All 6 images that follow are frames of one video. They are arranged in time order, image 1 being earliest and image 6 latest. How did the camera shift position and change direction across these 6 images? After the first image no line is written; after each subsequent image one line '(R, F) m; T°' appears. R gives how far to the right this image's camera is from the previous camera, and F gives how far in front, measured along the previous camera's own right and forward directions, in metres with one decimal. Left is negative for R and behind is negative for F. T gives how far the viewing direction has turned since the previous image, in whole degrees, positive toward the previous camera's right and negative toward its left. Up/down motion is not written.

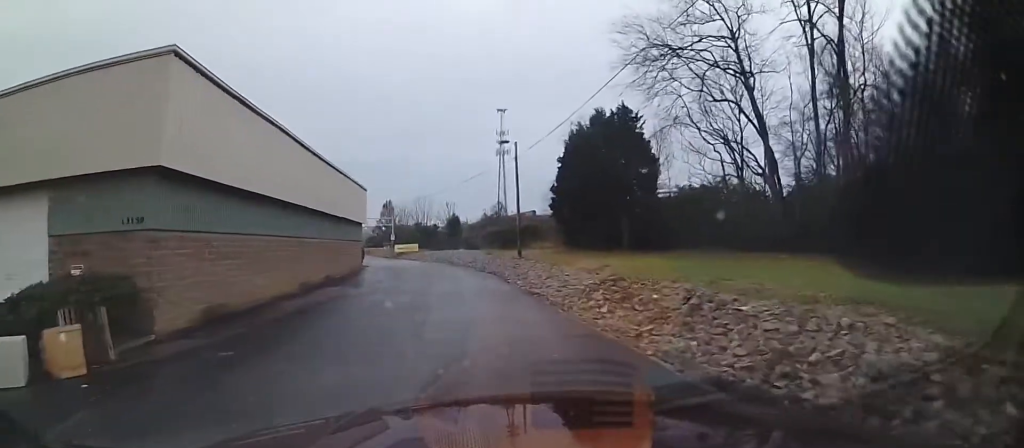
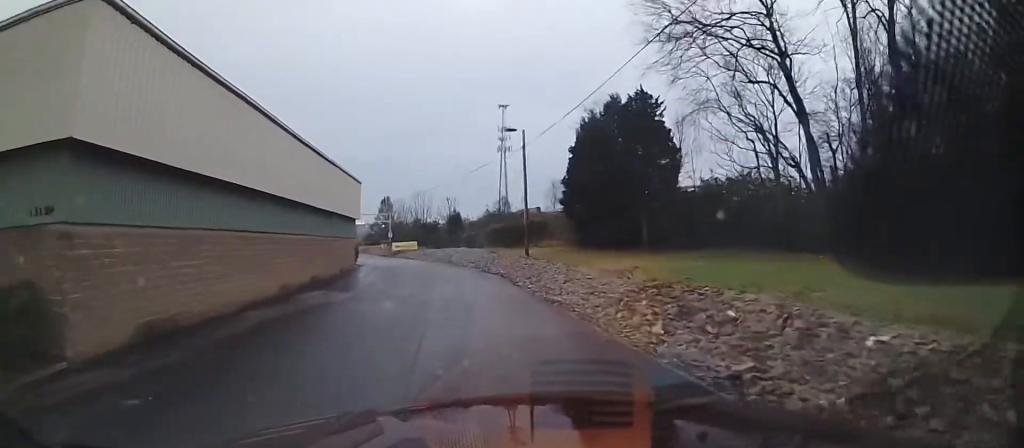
(+0.2, +4.4) m; +4°
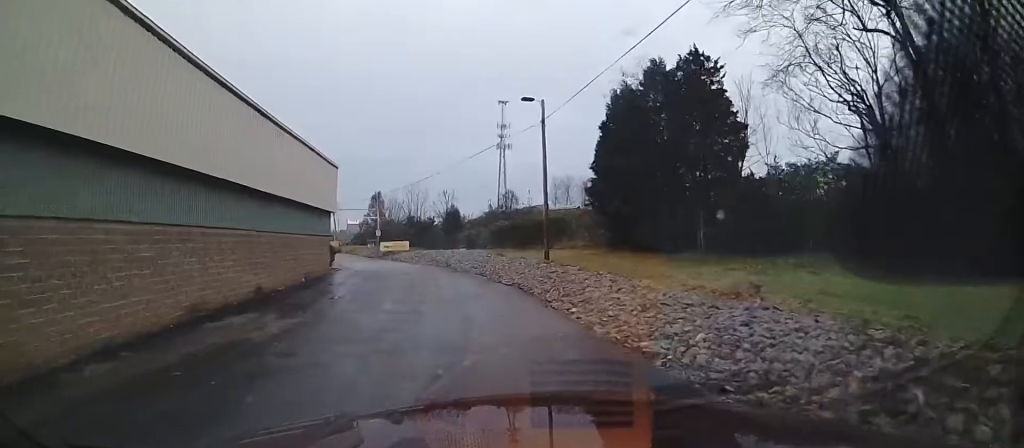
(-0.2, +10.2) m; -4°
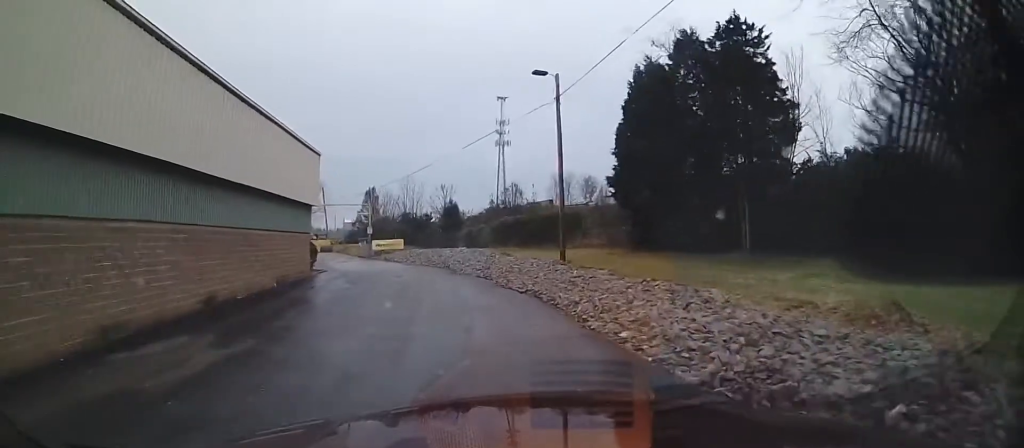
(0.0, +5.1) m; +1°
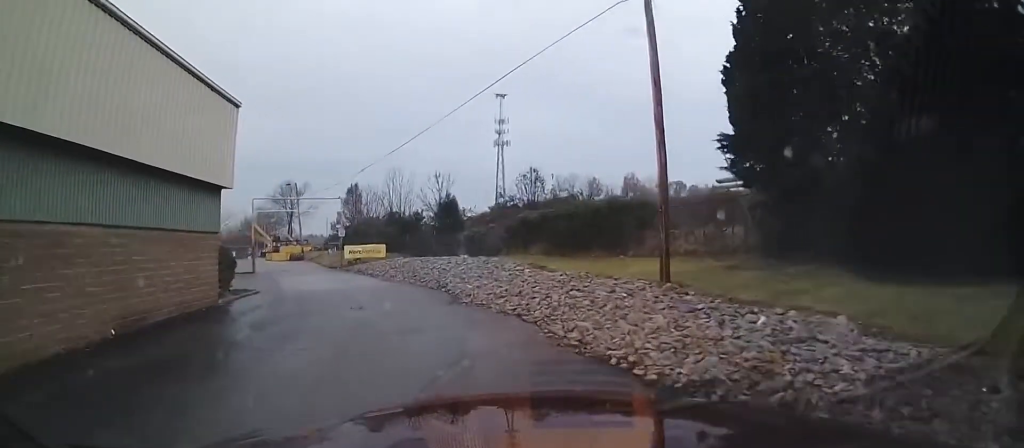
(-0.7, +13.8) m; -5°
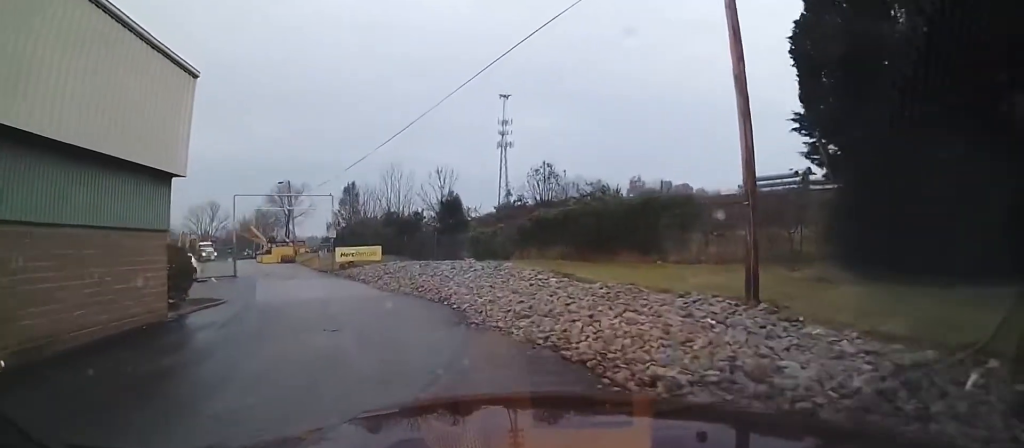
(+0.4, +4.2) m; +1°
